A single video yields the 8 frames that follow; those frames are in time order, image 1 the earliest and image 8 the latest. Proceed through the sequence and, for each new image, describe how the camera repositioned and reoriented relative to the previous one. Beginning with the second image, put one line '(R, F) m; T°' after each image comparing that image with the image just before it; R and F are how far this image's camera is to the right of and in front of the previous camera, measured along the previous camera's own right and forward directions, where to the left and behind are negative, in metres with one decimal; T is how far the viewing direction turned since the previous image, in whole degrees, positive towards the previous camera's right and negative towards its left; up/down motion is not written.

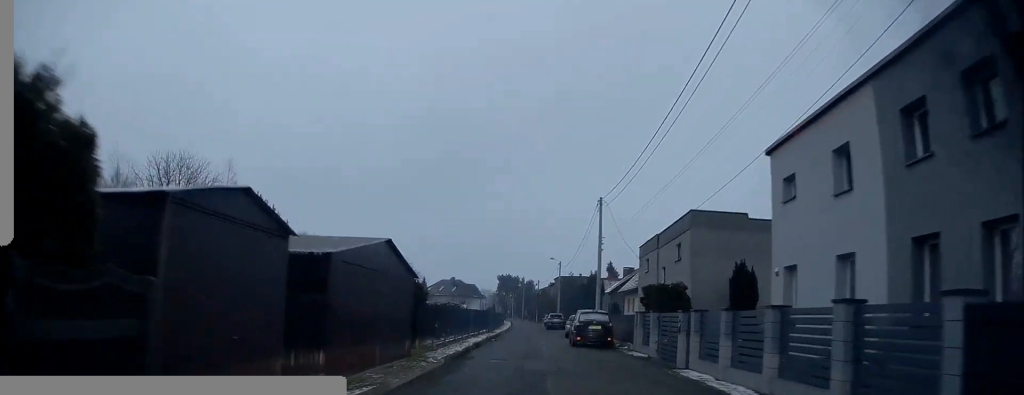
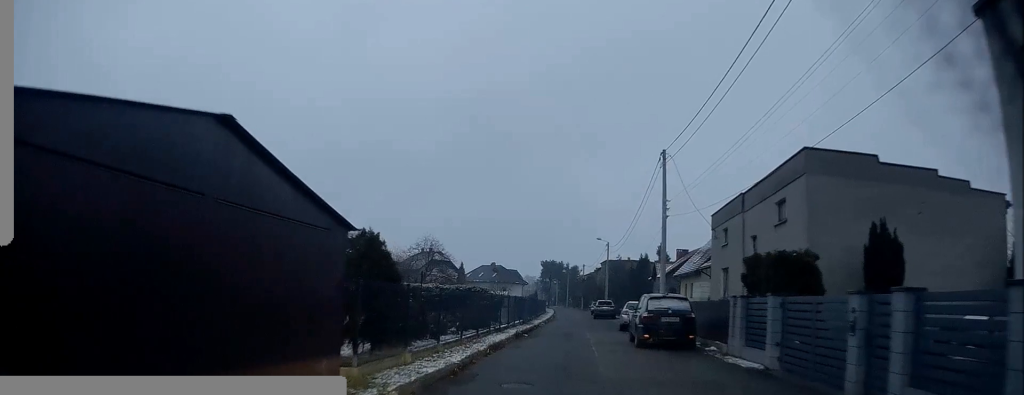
(-0.1, +8.5) m; +1°
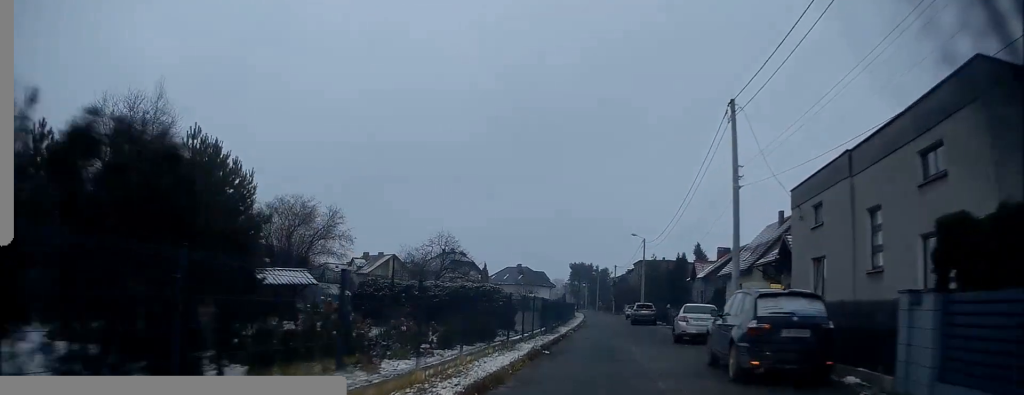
(0.0, +7.9) m; -3°
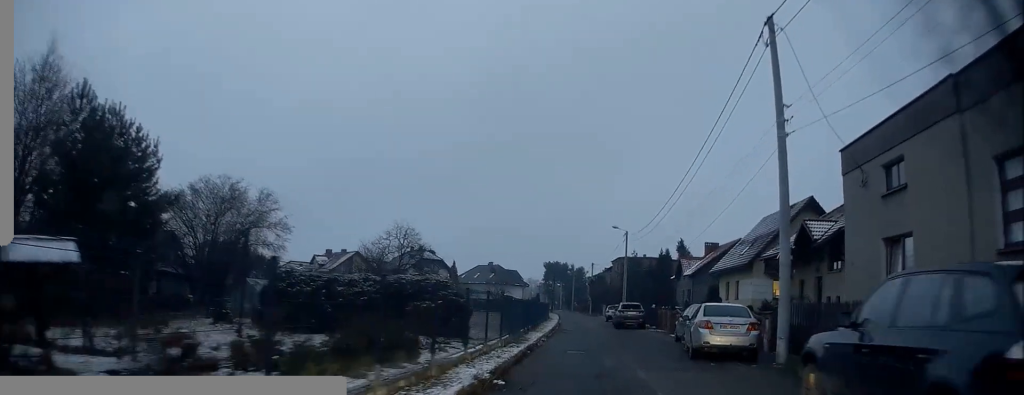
(-0.2, +6.9) m; +2°
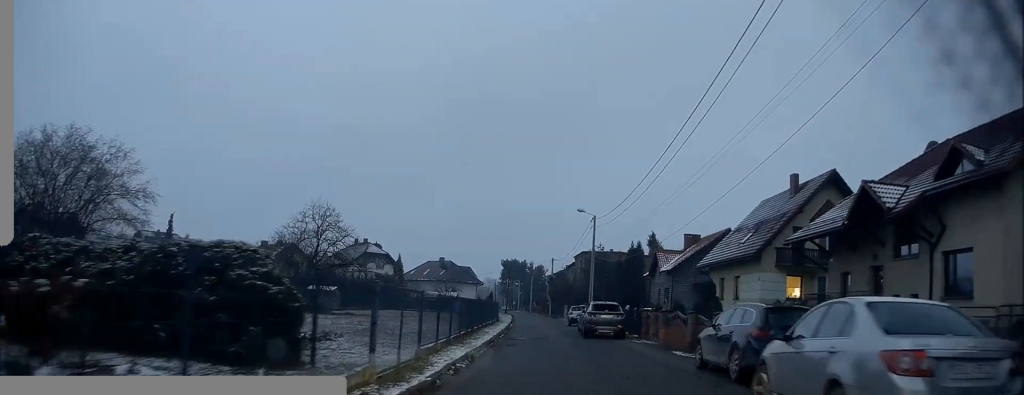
(+0.3, +10.8) m; +2°
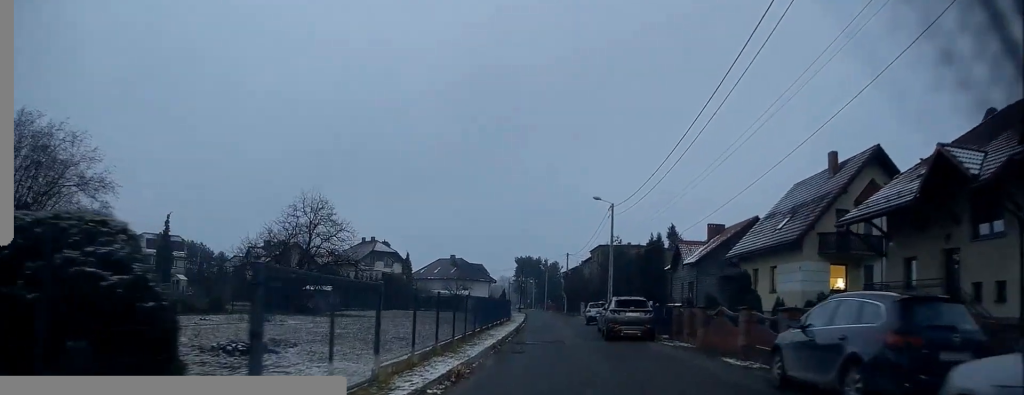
(0.0, +4.2) m; 0°
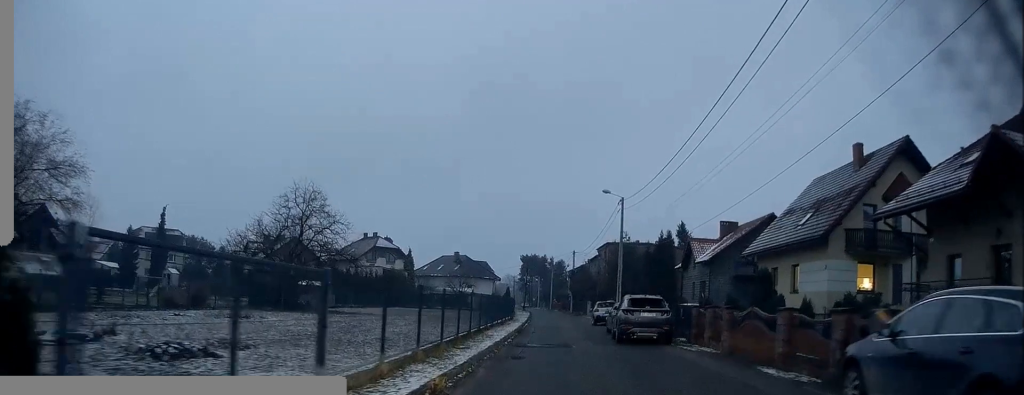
(+0.2, +2.5) m; 0°
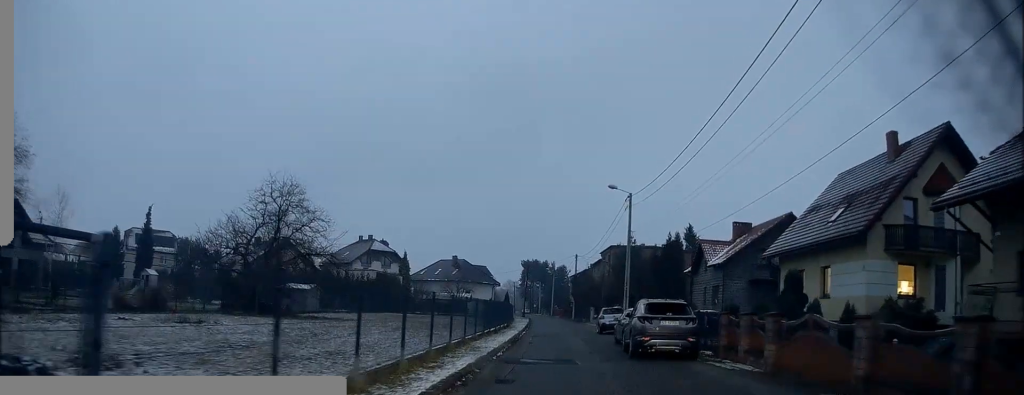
(-0.1, +3.8) m; 0°
